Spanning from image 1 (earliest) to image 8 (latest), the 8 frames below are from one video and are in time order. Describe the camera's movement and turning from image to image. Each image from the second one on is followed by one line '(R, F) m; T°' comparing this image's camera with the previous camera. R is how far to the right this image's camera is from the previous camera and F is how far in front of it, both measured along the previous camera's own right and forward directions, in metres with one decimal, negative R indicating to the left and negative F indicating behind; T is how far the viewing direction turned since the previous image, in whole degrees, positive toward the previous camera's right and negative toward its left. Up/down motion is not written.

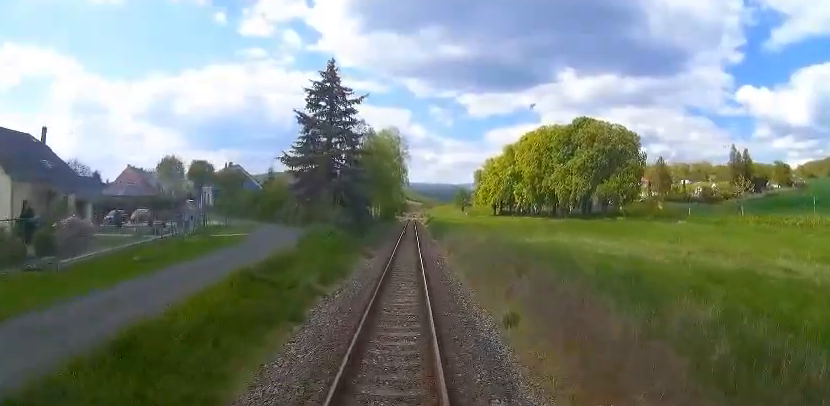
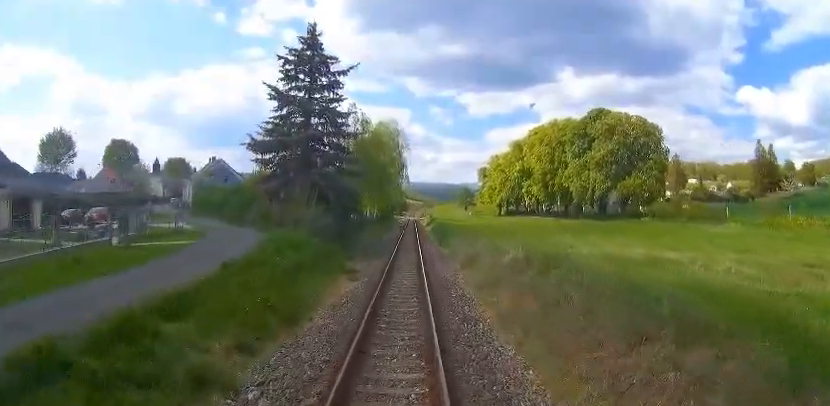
(0.0, +8.0) m; -1°
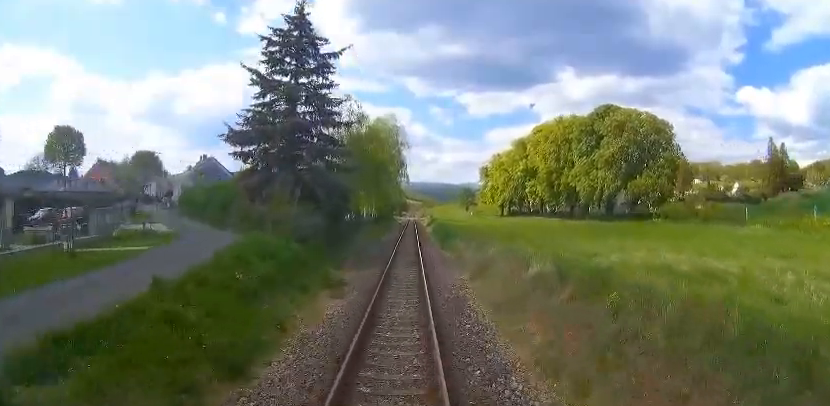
(-0.1, +3.6) m; +1°
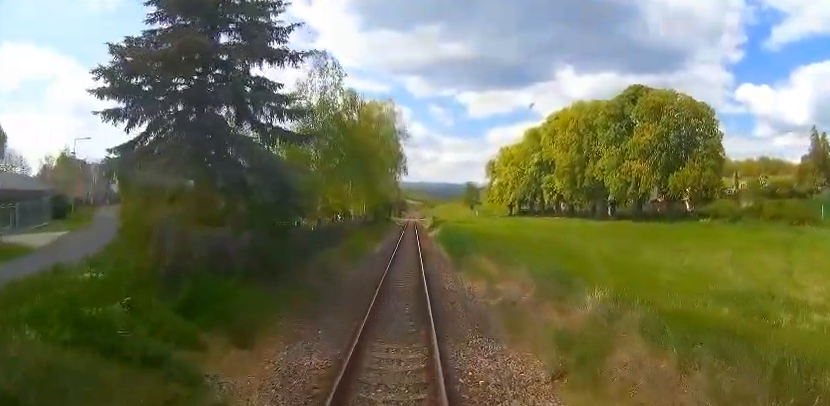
(+0.4, +11.5) m; +1°
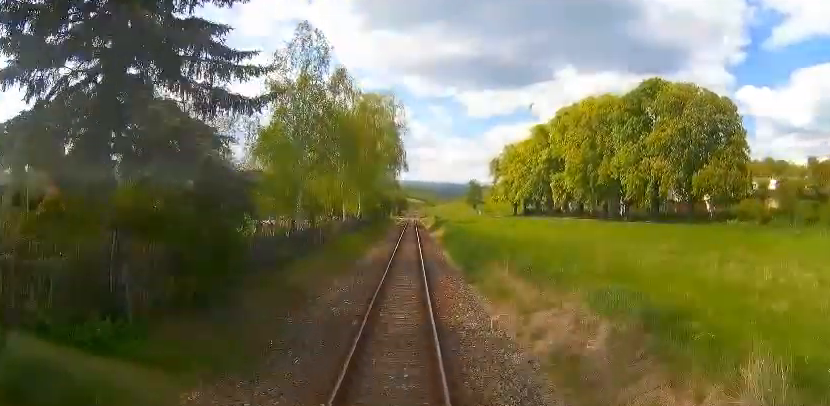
(-0.1, +5.0) m; -2°
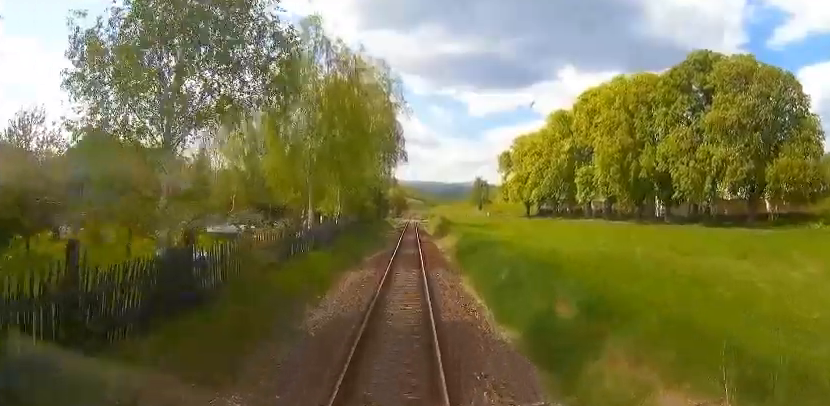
(-0.6, +12.4) m; -1°
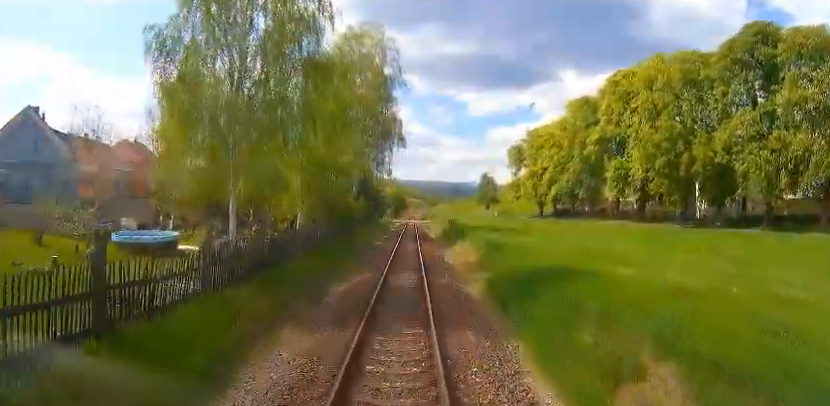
(+0.1, +11.0) m; 0°
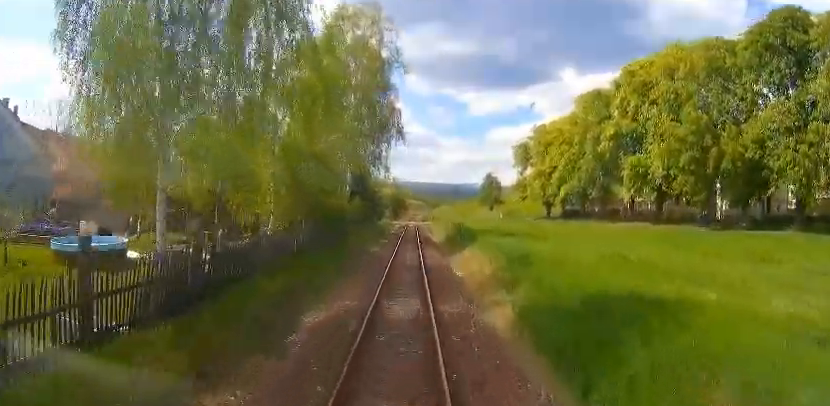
(0.0, +4.5) m; -1°
